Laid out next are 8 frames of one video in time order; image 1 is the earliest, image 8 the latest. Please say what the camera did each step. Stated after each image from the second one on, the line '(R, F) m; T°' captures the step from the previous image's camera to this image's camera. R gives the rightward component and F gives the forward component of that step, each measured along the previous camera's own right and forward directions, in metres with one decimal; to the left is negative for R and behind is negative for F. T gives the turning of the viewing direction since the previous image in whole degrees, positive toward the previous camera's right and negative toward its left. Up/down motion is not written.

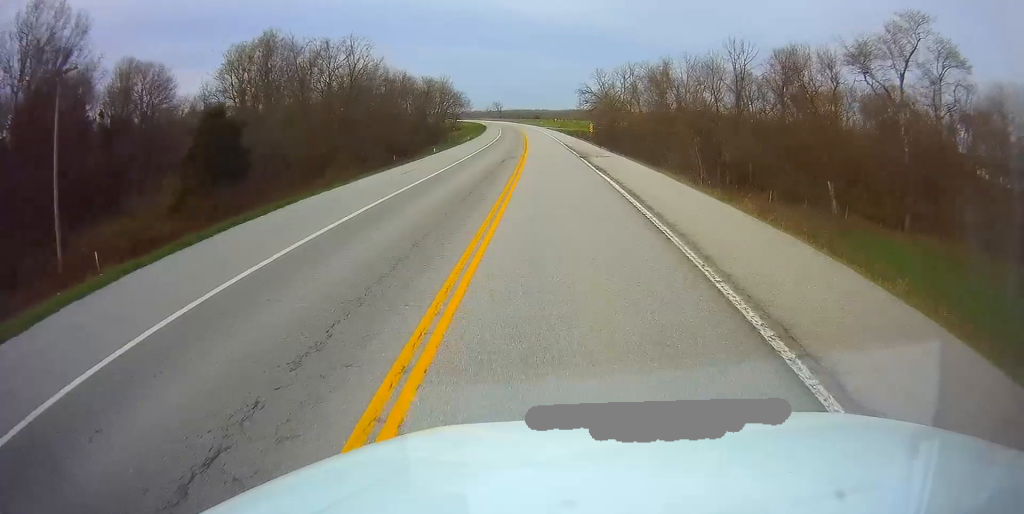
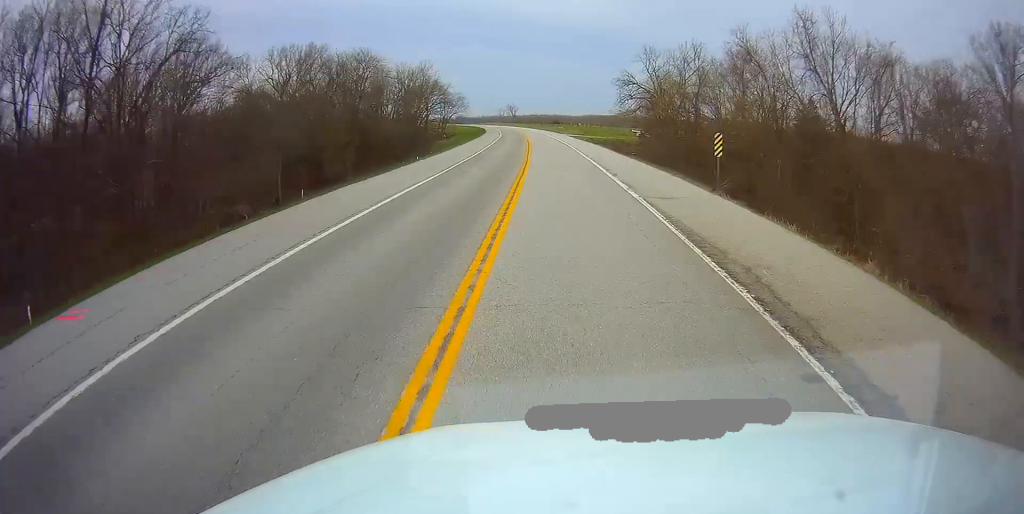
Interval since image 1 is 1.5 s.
(-0.2, +46.1) m; -2°
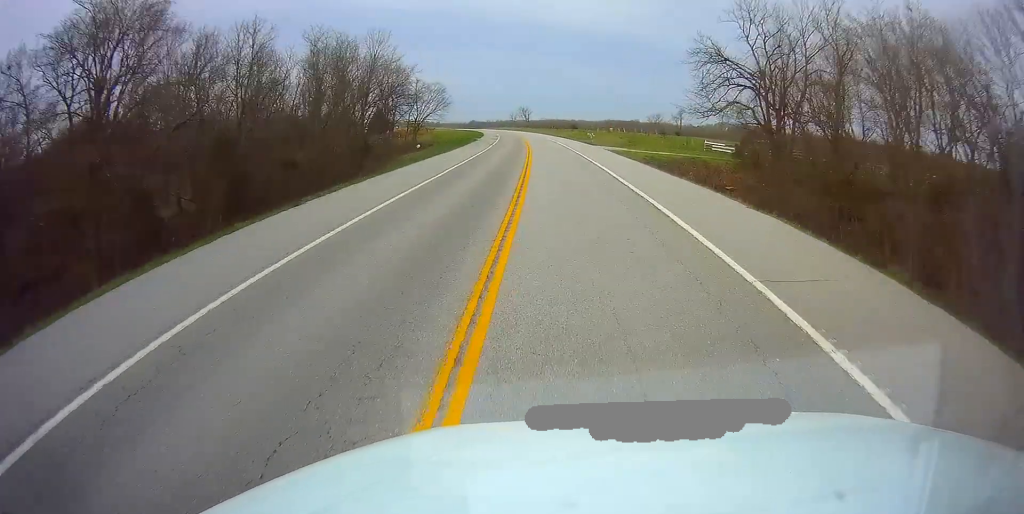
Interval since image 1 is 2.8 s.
(-1.1, +41.5) m; -2°
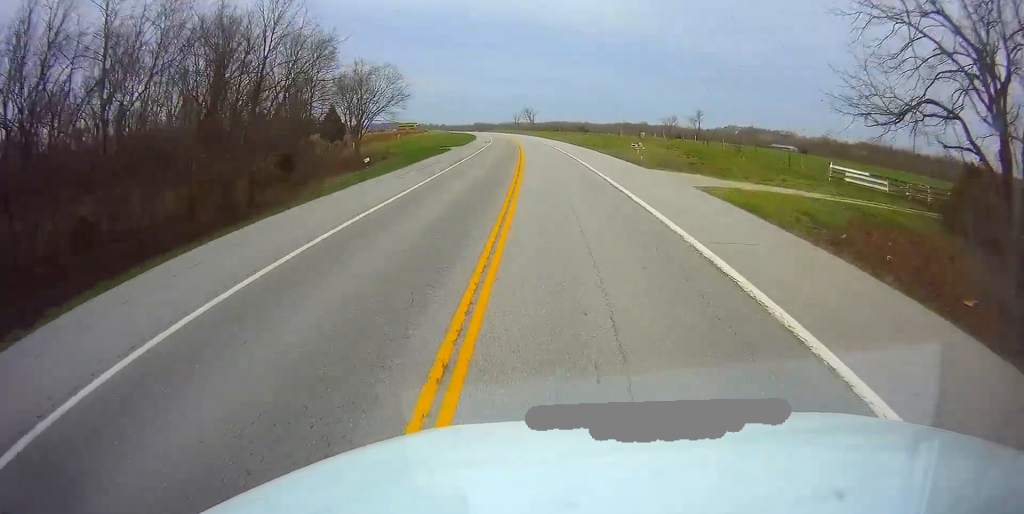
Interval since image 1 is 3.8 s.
(0.0, +30.0) m; 0°
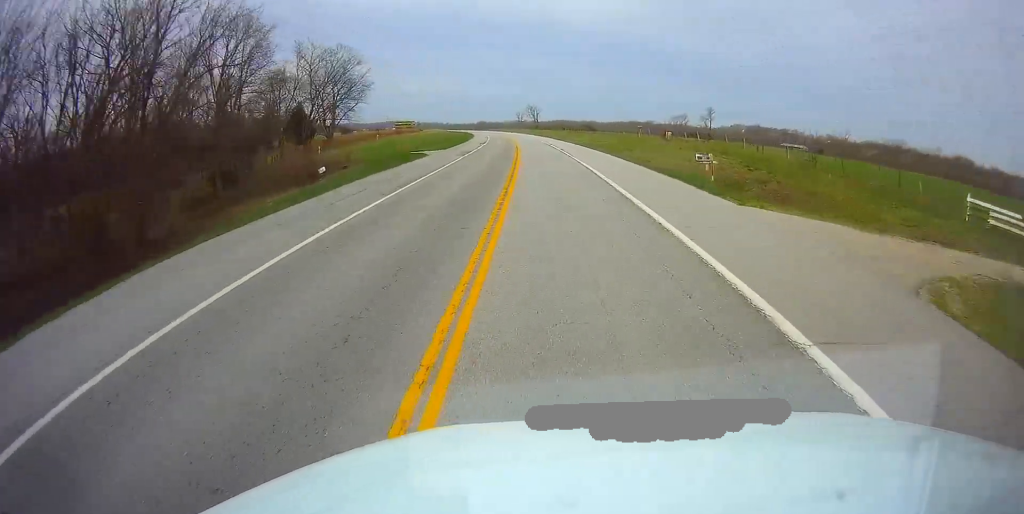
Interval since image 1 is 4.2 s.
(0.0, +14.5) m; 0°
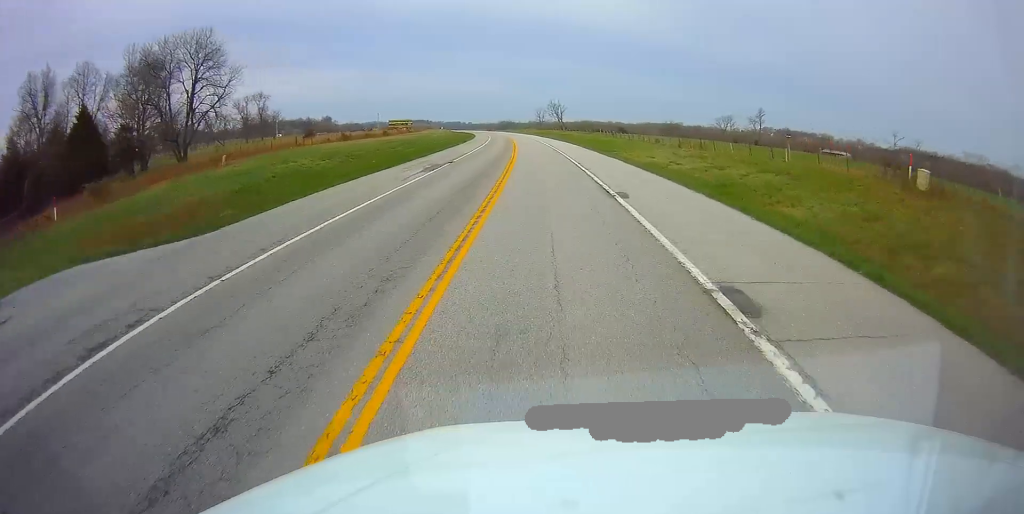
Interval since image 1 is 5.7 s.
(-1.0, +44.6) m; -2°
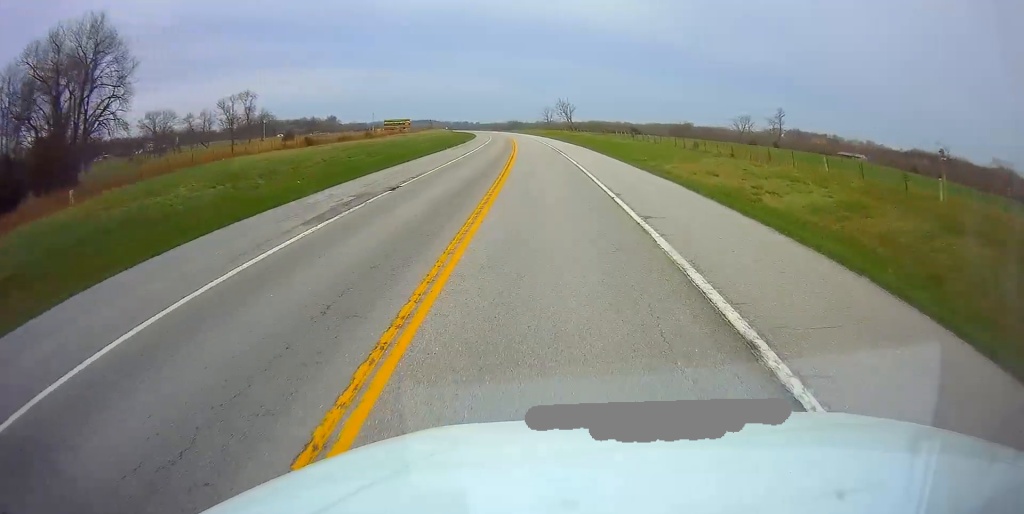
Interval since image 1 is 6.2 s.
(-0.1, +15.6) m; -1°
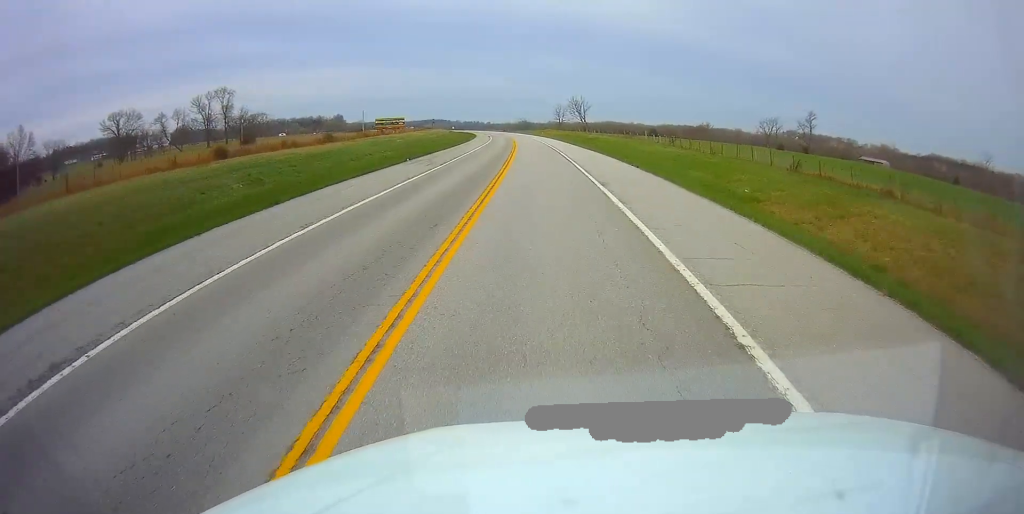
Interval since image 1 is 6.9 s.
(0.0, +21.8) m; -1°
